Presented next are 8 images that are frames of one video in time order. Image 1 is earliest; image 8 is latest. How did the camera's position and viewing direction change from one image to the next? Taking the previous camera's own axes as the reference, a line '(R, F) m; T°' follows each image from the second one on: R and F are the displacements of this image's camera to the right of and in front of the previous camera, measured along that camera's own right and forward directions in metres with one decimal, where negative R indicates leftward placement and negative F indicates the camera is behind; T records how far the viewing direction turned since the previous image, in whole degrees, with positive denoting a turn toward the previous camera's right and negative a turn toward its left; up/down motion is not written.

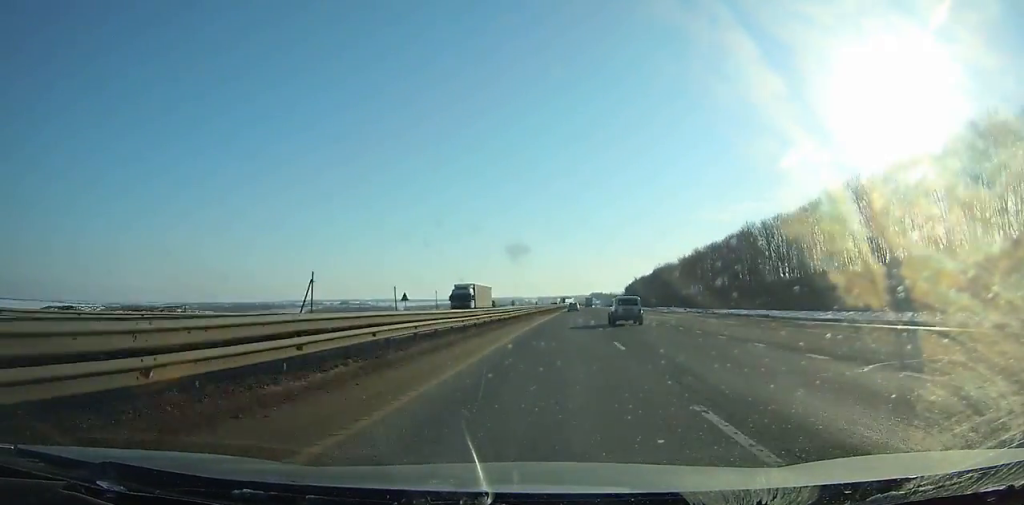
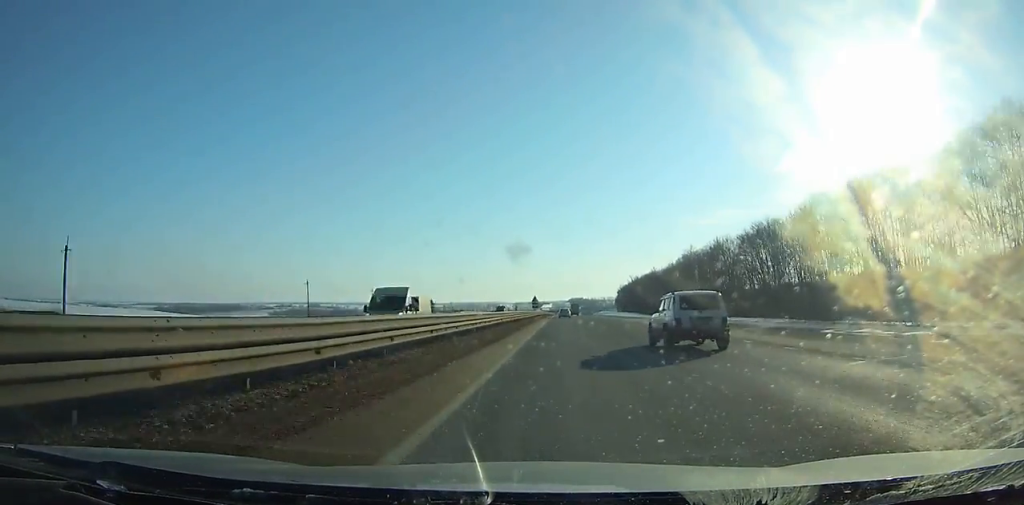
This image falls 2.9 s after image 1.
(+1.7, +92.5) m; +1°
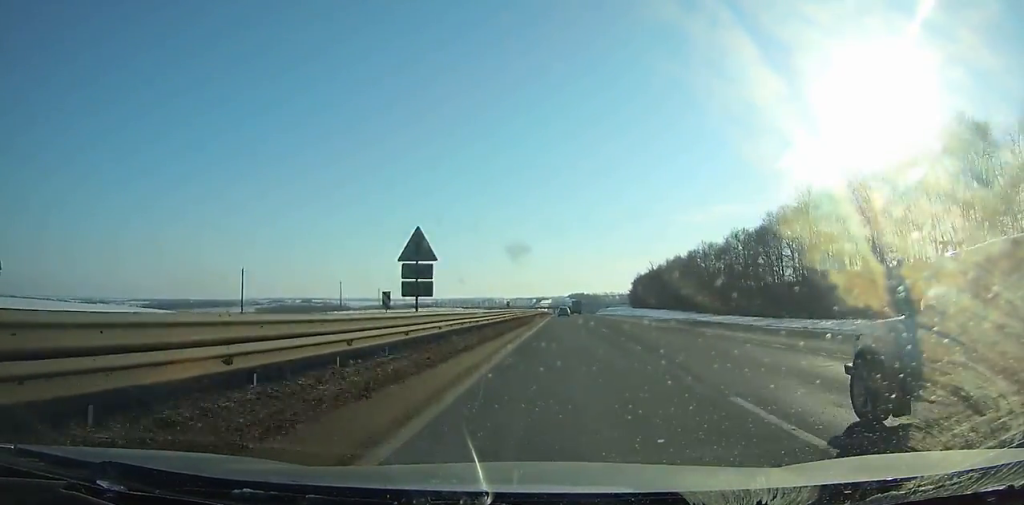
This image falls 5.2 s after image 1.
(+0.4, +73.5) m; 0°
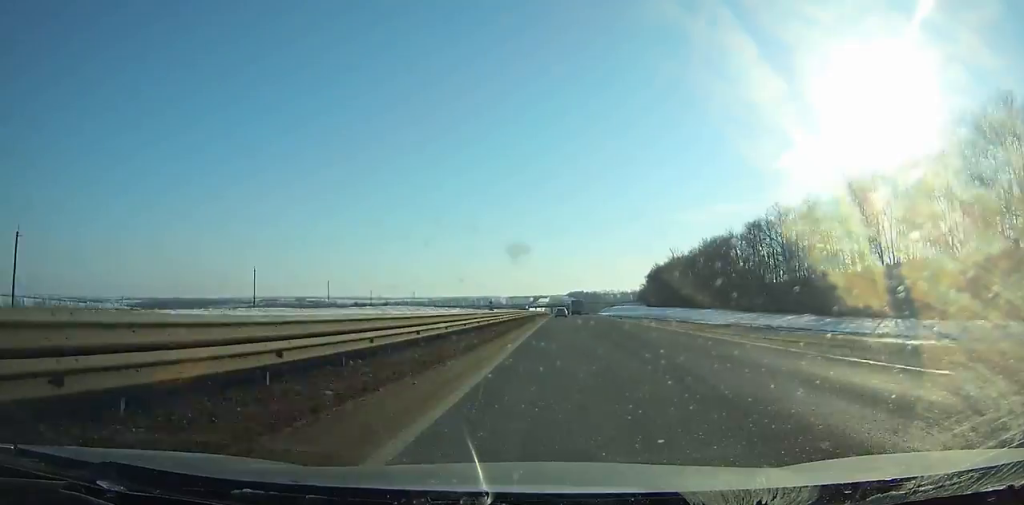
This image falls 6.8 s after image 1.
(+0.1, +51.3) m; 0°
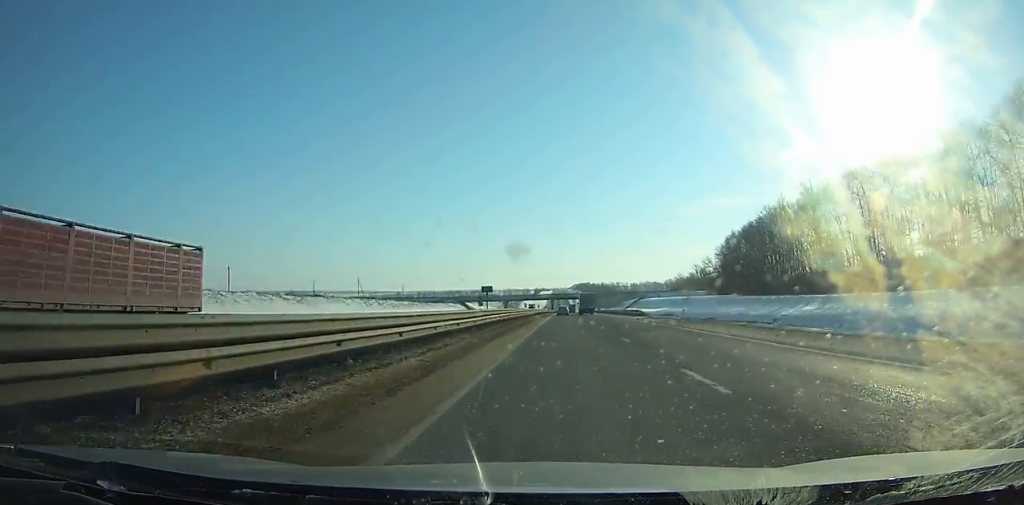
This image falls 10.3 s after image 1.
(-0.6, +113.1) m; 0°
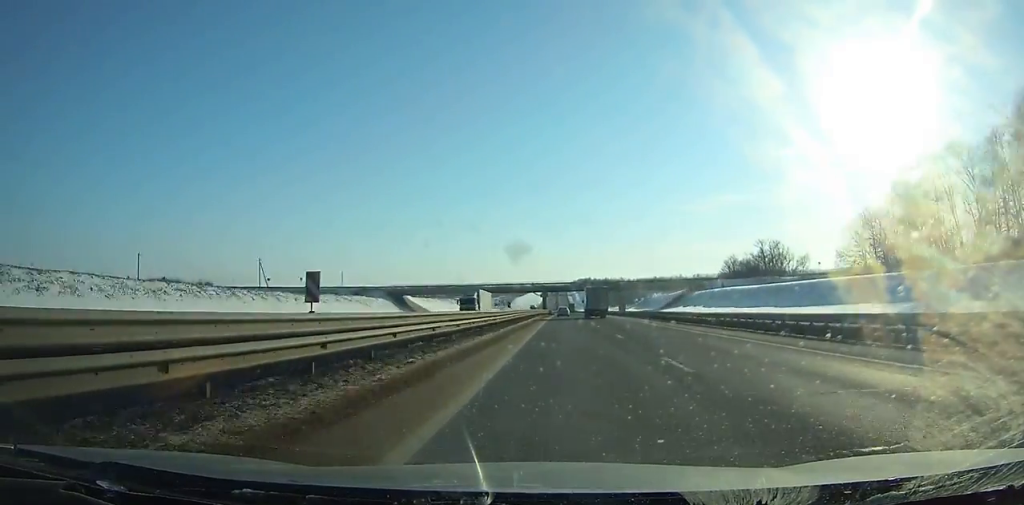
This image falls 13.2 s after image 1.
(+0.2, +94.9) m; 0°
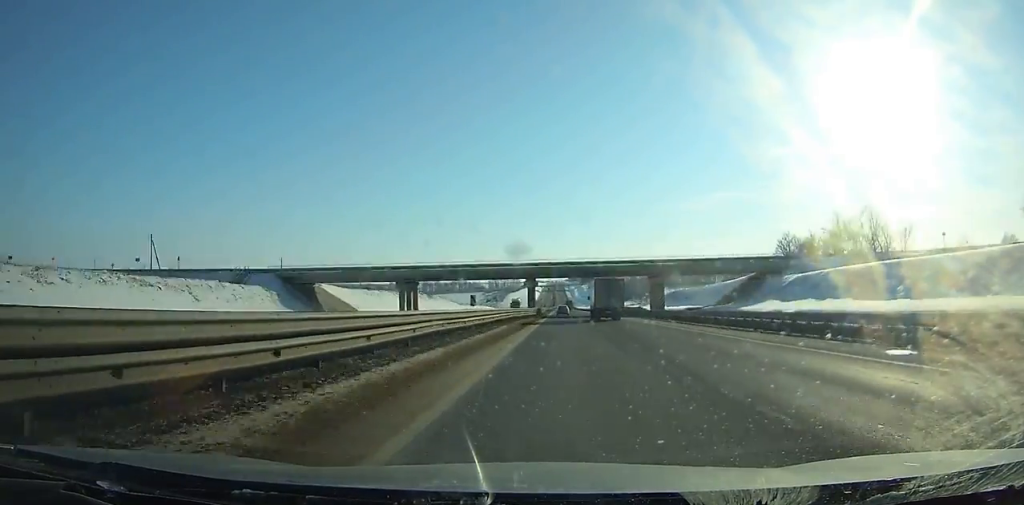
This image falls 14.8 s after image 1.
(+0.2, +53.1) m; 0°
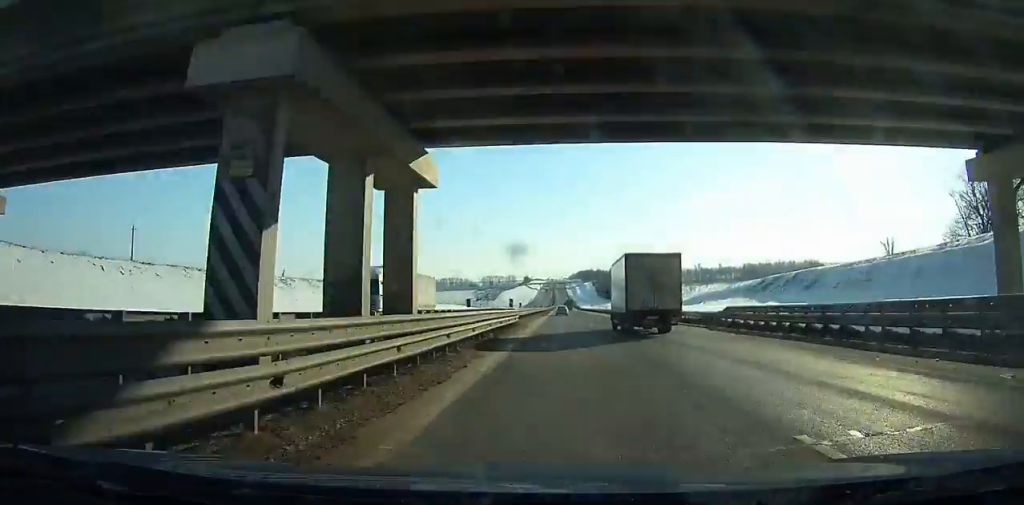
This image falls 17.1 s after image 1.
(+0.1, +76.8) m; 0°
